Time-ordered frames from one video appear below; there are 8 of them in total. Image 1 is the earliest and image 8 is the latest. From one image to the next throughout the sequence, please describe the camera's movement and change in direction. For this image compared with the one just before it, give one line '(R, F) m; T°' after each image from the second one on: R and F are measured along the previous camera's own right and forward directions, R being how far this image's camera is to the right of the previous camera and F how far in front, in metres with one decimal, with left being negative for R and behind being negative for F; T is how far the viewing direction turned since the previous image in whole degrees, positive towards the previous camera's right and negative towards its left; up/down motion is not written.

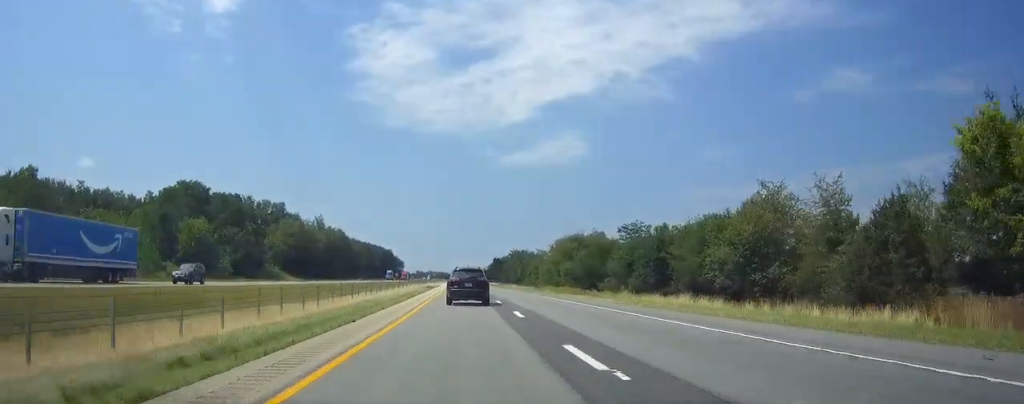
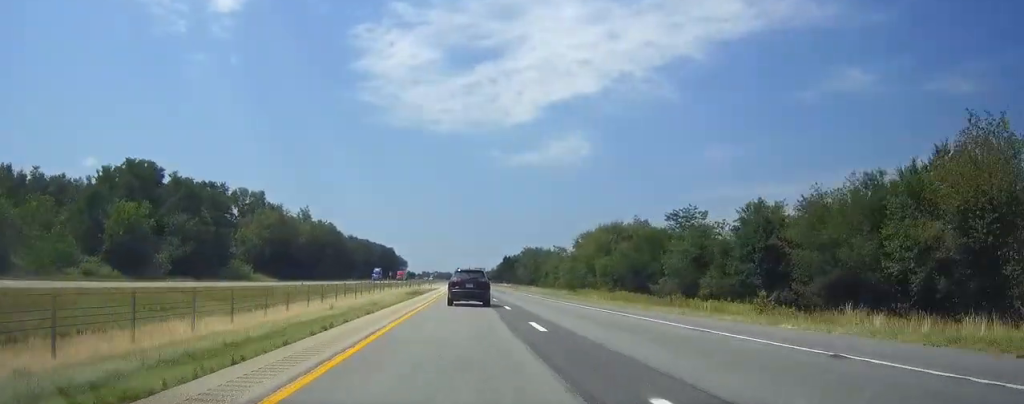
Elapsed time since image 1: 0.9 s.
(-0.4, +29.6) m; -1°
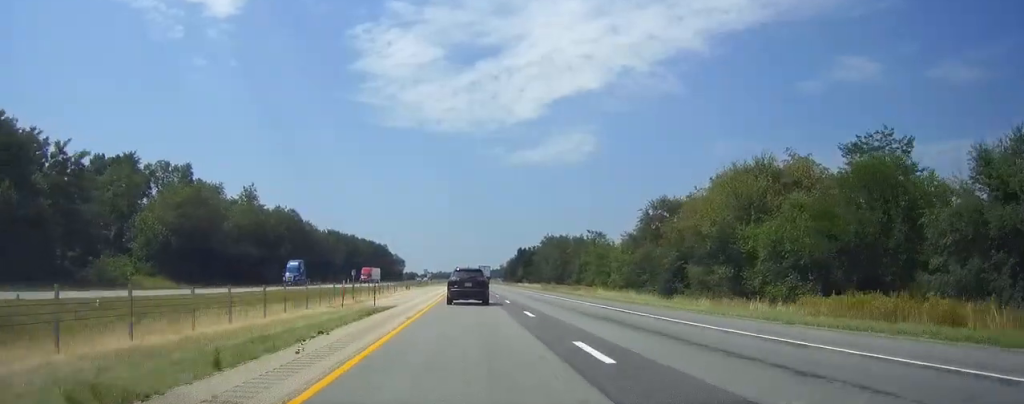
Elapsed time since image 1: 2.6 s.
(-0.4, +54.9) m; -1°
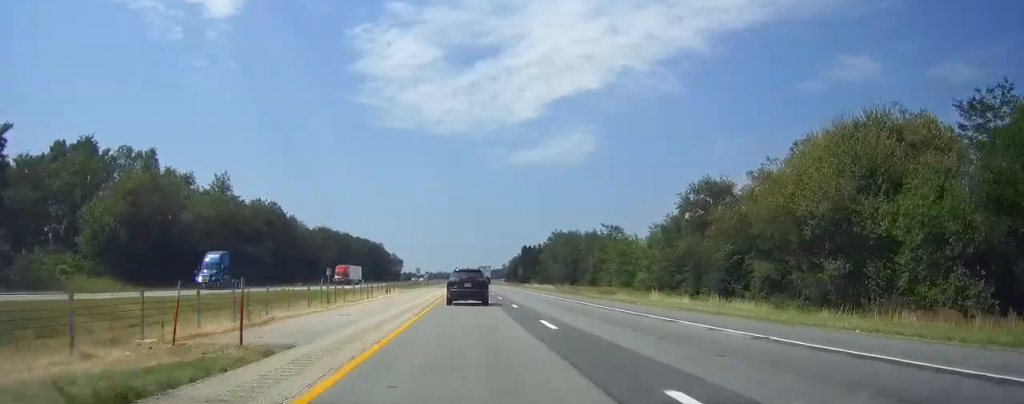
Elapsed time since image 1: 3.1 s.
(0.0, +17.5) m; 0°
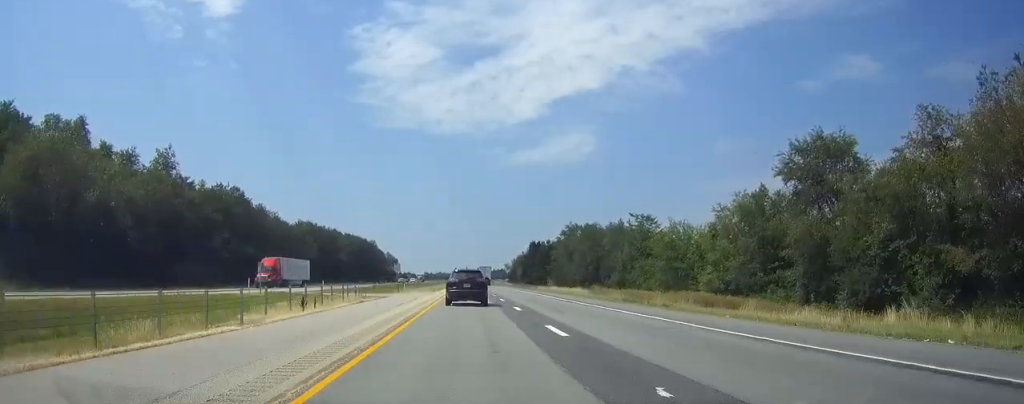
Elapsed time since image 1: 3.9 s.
(+0.1, +26.3) m; 0°
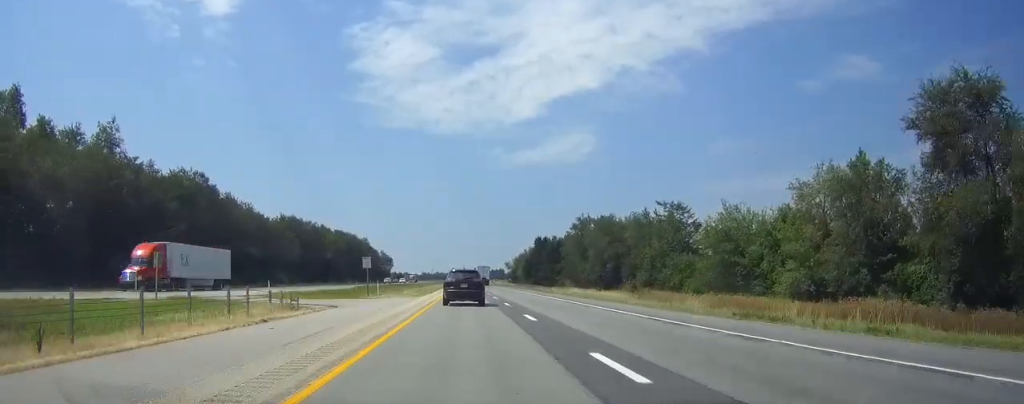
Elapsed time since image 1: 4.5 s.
(0.0, +18.6) m; 0°
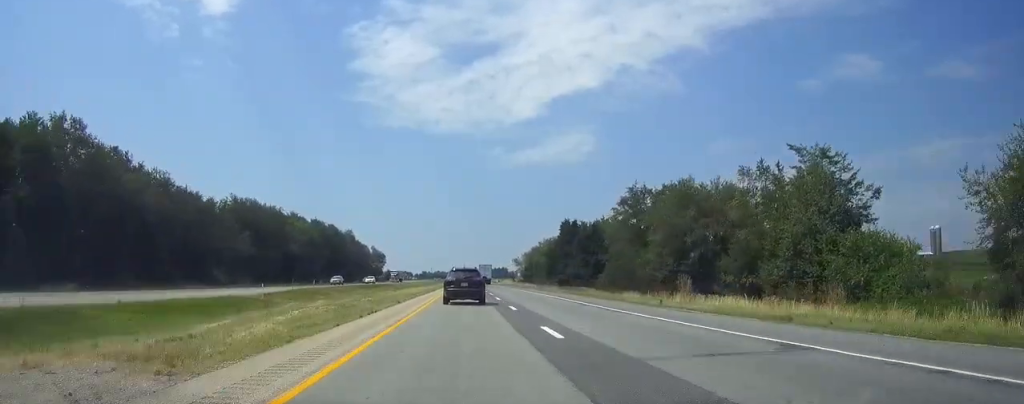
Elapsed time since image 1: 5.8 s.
(-0.1, +42.6) m; 0°
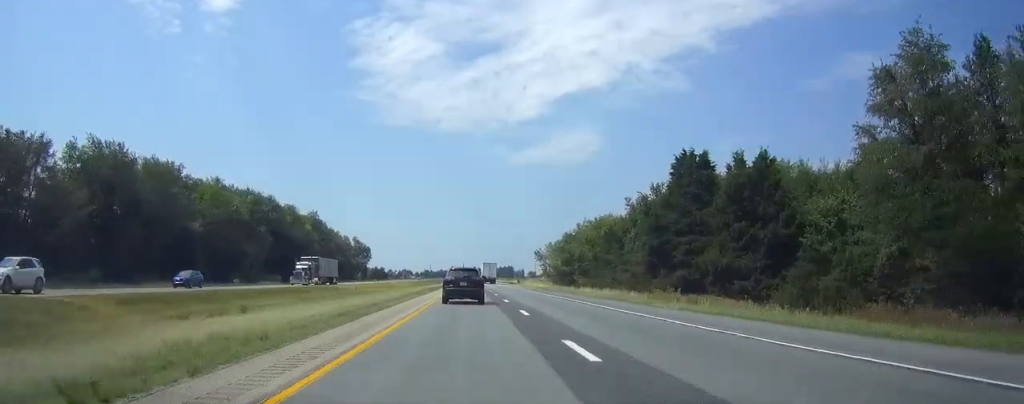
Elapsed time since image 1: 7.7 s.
(+0.2, +64.3) m; 0°
